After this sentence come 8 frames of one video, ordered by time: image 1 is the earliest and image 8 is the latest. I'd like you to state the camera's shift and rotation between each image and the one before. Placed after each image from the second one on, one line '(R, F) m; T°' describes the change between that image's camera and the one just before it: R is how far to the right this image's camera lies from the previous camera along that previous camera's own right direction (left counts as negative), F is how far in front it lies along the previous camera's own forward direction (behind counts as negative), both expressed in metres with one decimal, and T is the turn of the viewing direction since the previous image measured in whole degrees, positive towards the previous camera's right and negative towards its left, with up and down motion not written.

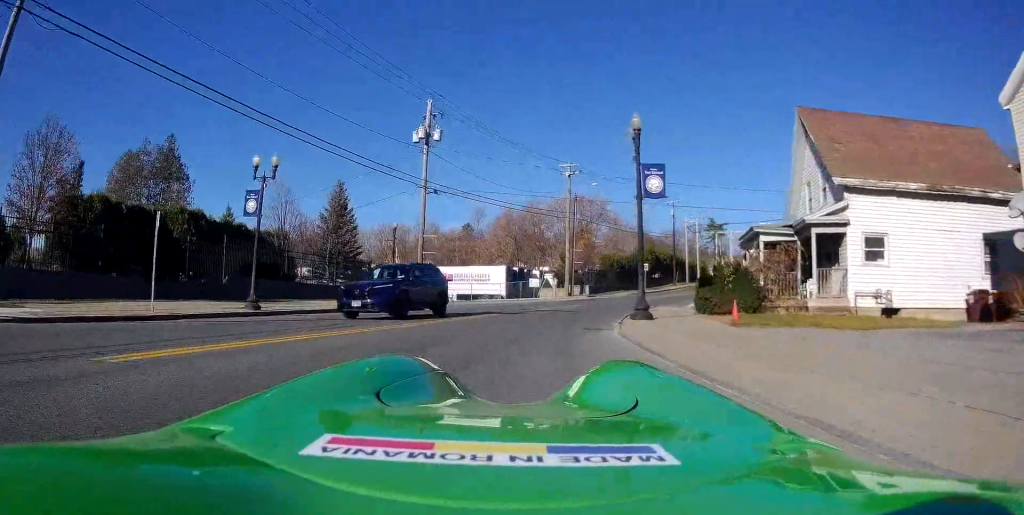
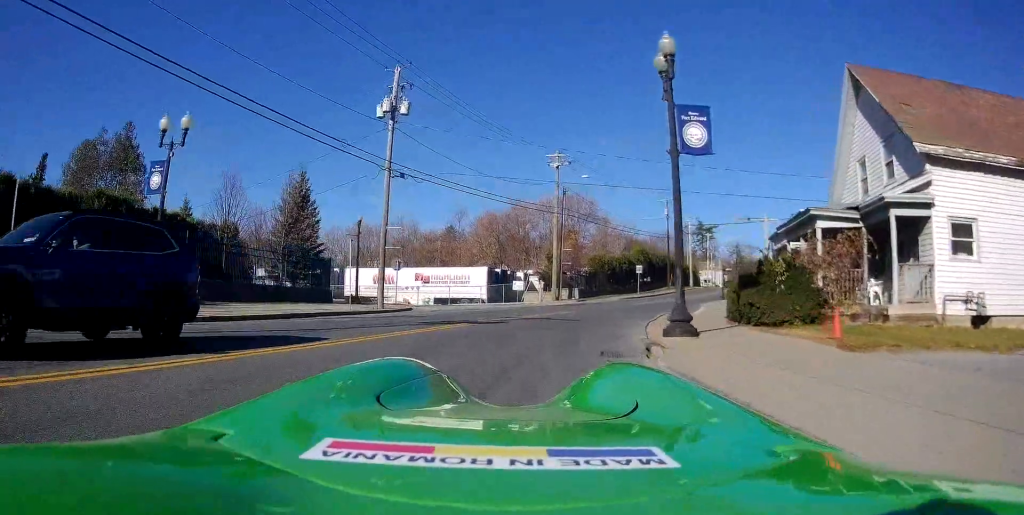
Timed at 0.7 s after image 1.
(+0.1, +5.2) m; +4°
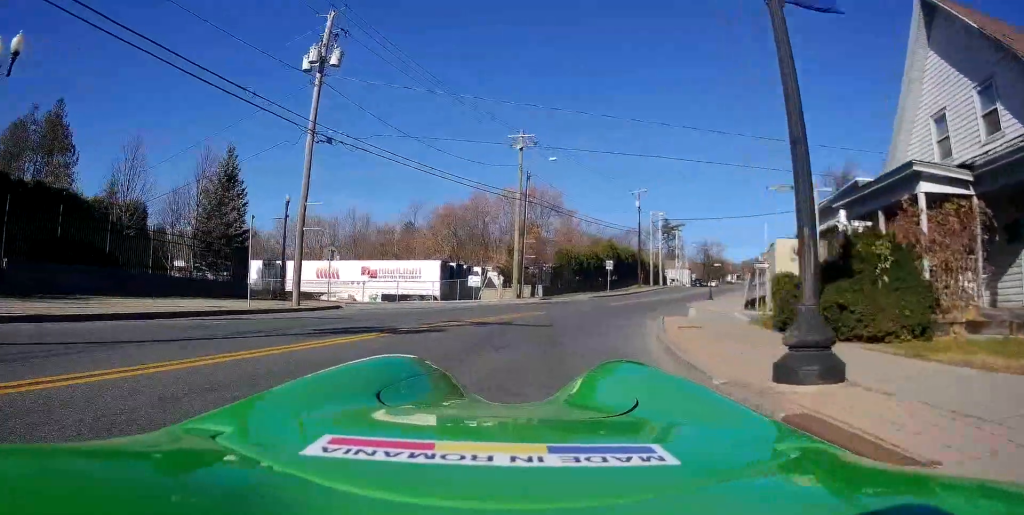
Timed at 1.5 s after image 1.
(+0.4, +6.1) m; +7°
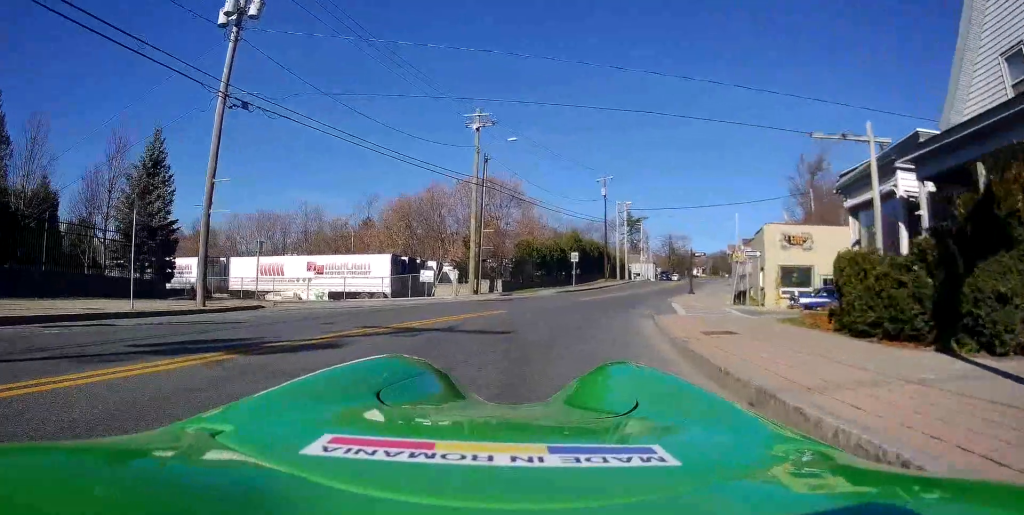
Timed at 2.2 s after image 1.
(+0.3, +4.5) m; +3°
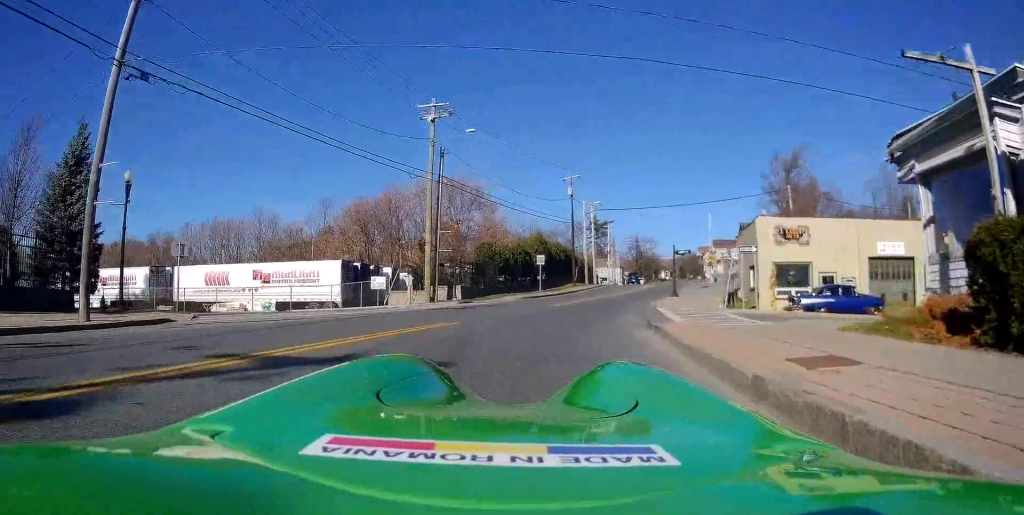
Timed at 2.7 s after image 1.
(+0.1, +3.8) m; +3°
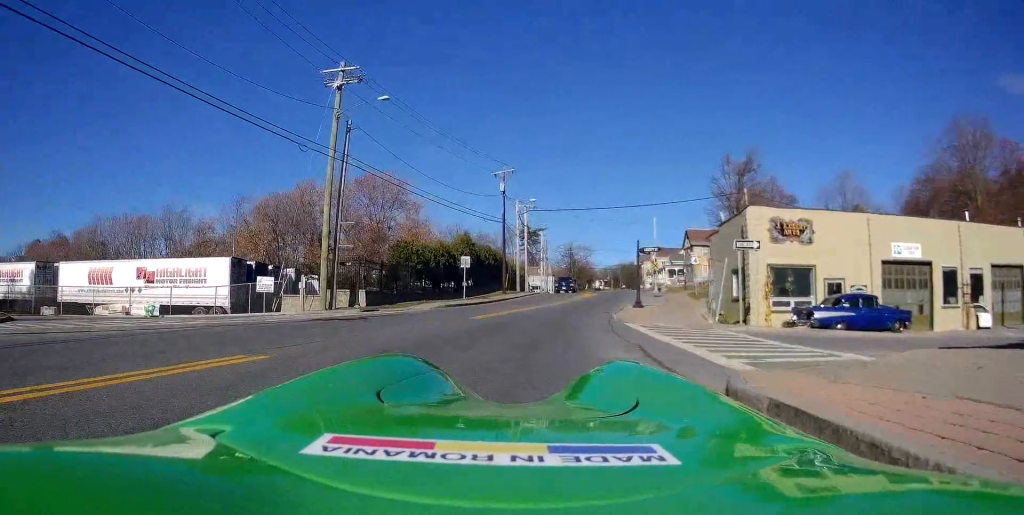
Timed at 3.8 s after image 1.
(+0.3, +7.4) m; +6°
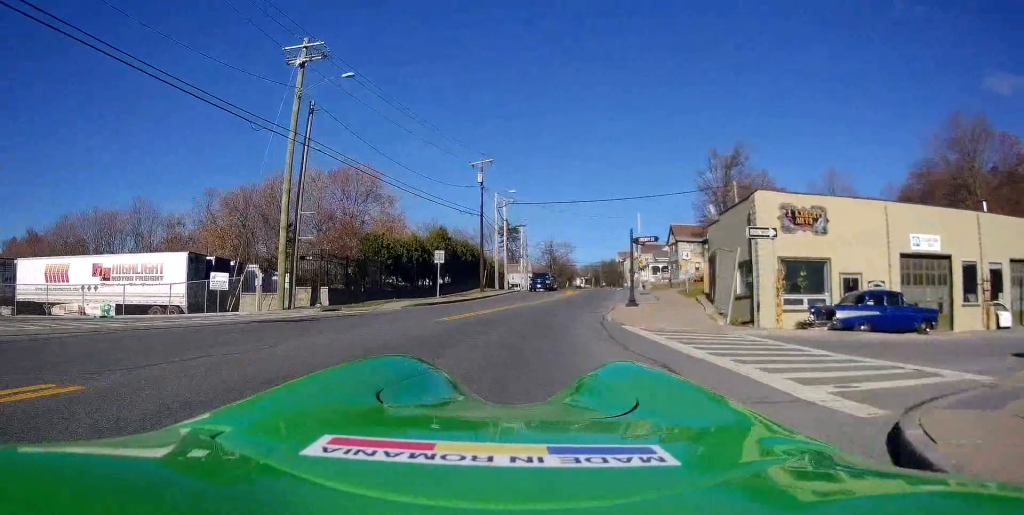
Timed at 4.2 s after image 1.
(+0.2, +2.8) m; +2°
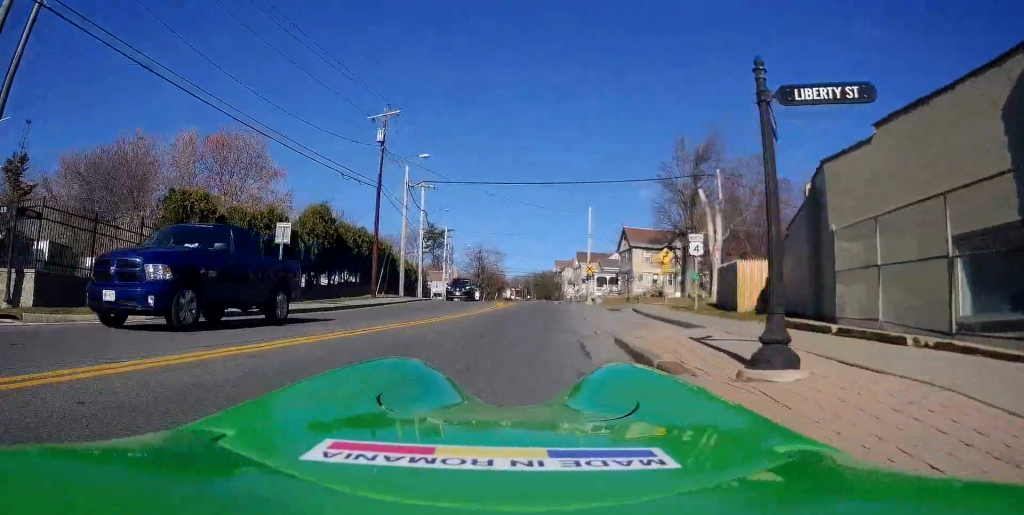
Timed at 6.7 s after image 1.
(+0.1, +14.4) m; +4°
